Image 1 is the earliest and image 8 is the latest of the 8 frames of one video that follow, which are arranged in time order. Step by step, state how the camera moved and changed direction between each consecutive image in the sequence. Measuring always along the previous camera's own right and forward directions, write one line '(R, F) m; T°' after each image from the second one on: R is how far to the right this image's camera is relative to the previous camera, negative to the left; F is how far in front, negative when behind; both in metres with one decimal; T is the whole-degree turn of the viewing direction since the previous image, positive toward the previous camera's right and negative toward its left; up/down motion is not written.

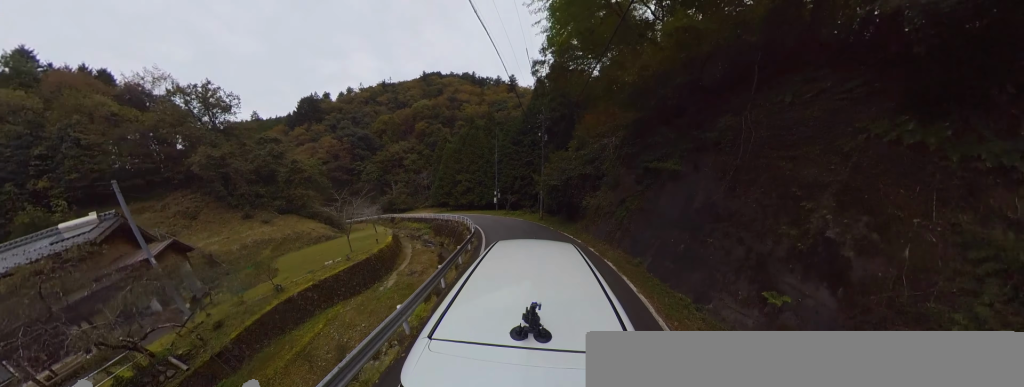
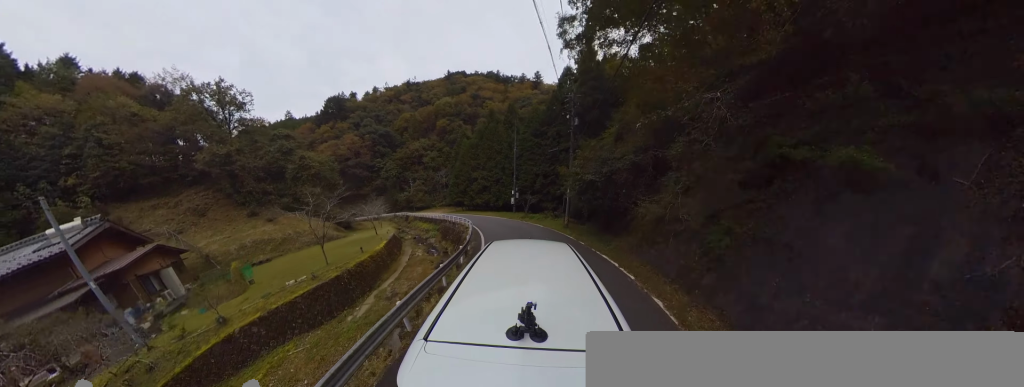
(-0.5, +4.0) m; -13°
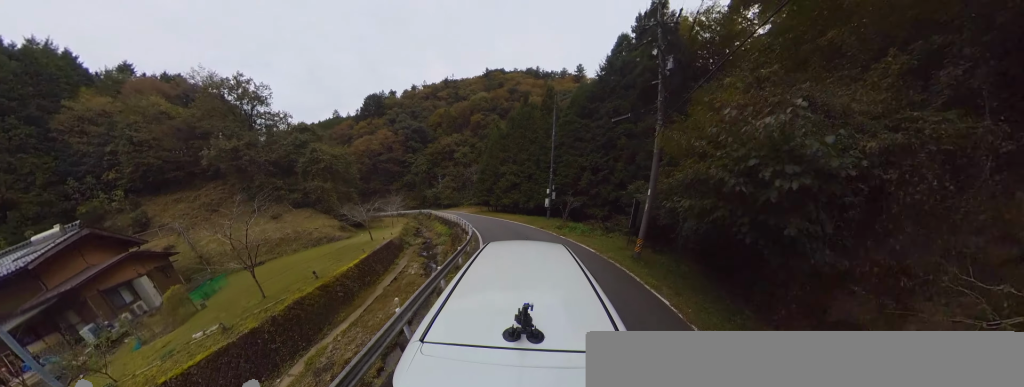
(-1.4, +6.9) m; -17°
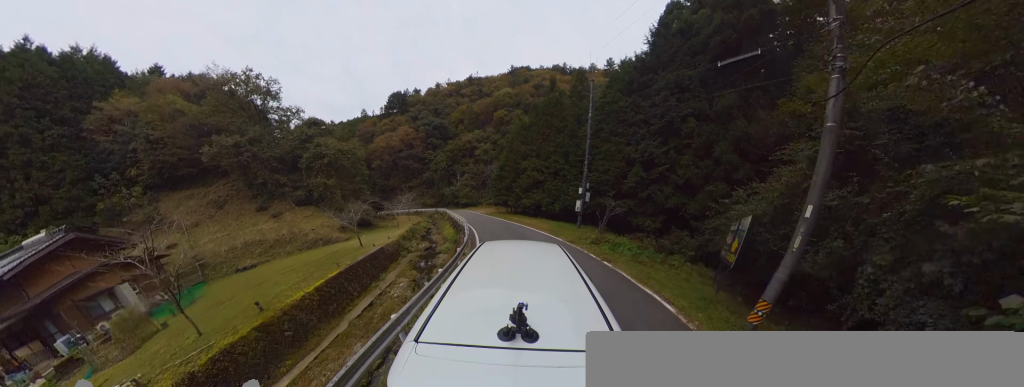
(-0.2, +4.4) m; -8°
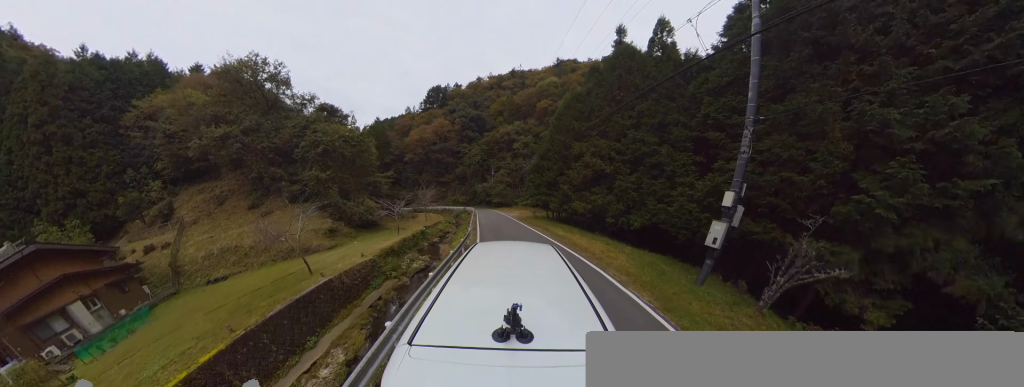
(-1.0, +8.9) m; -6°
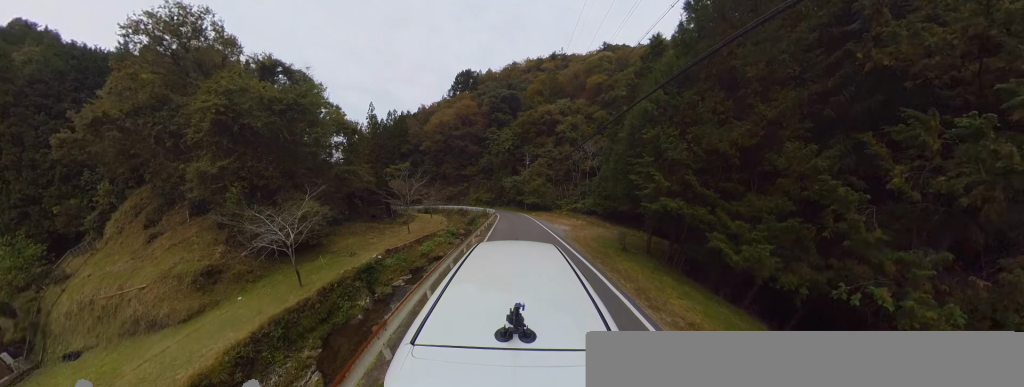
(0.0, +14.5) m; 0°
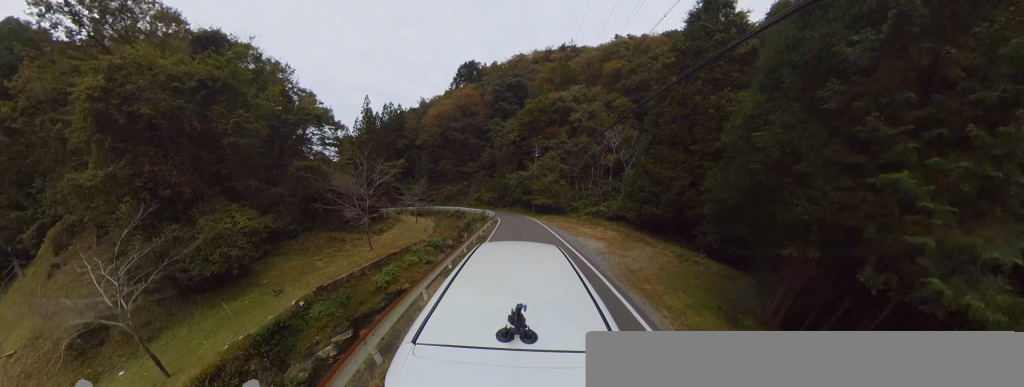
(0.0, +5.9) m; -3°
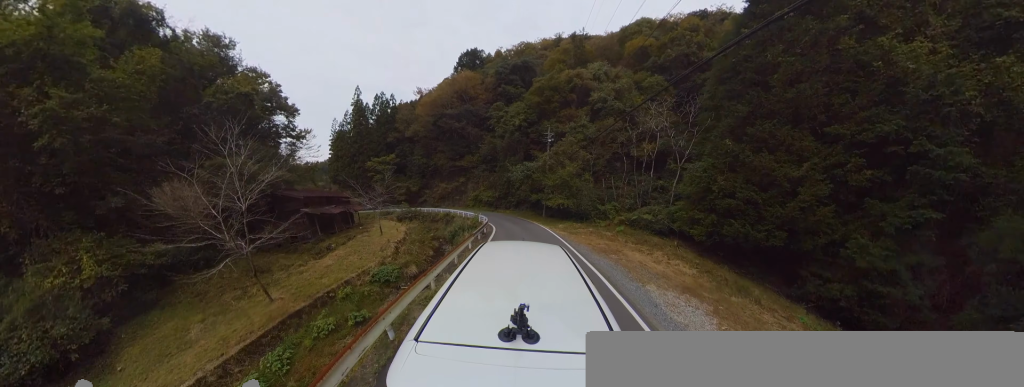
(+0.2, +7.2) m; -9°
